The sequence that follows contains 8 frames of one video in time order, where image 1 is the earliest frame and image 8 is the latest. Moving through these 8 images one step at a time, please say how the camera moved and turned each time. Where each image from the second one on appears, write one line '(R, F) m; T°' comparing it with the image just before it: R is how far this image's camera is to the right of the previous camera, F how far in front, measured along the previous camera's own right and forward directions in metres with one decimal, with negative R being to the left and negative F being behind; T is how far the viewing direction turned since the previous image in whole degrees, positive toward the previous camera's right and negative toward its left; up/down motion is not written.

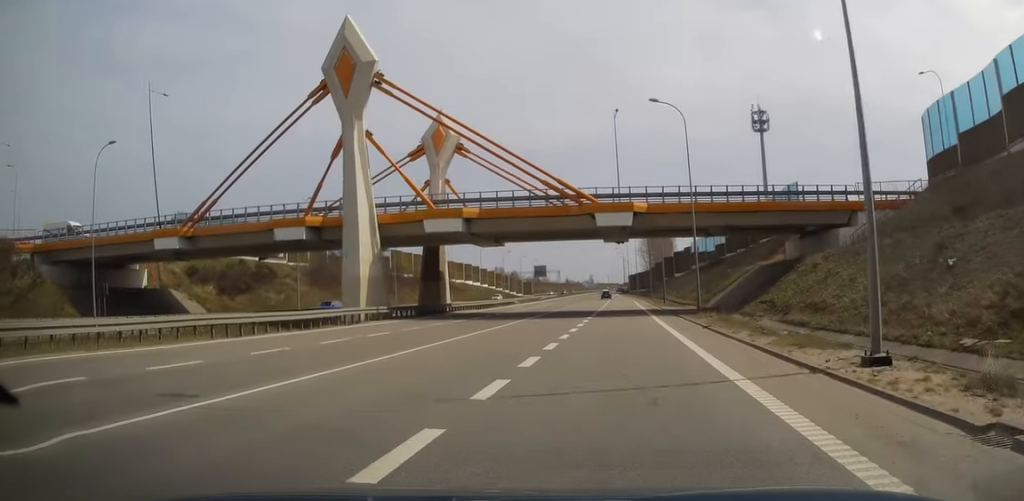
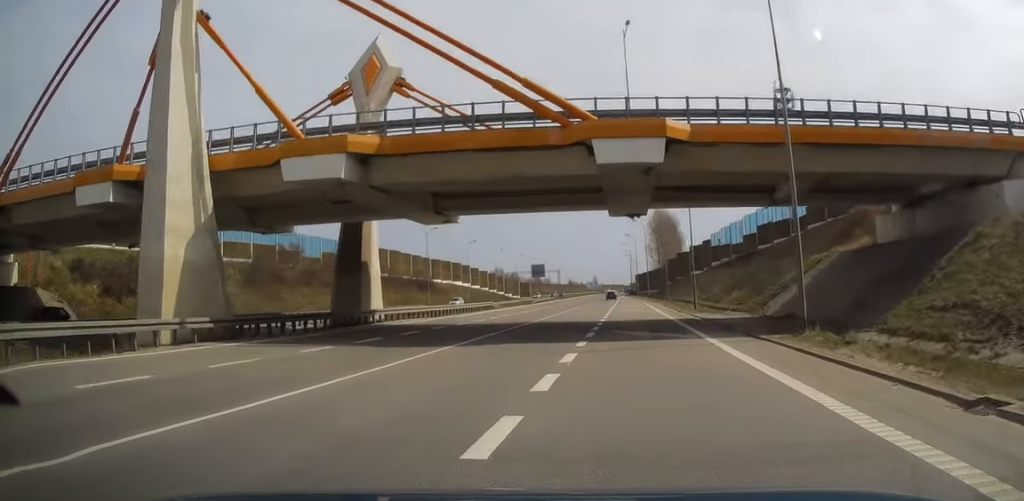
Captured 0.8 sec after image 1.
(-0.1, +18.9) m; 0°
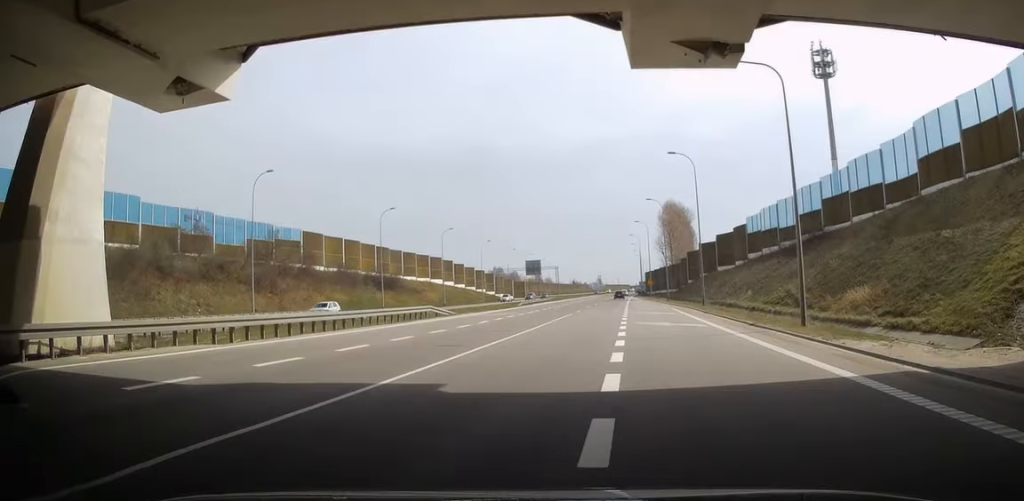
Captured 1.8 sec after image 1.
(-0.1, +24.4) m; 0°
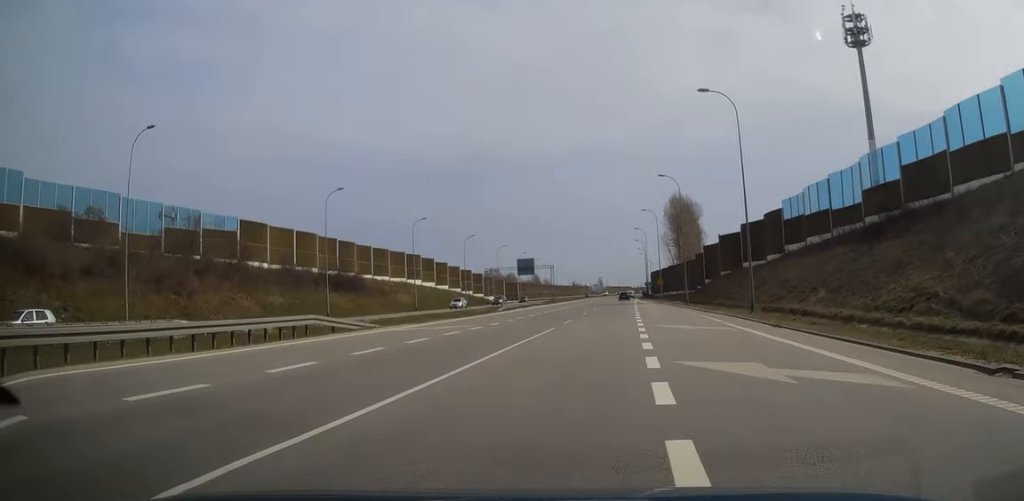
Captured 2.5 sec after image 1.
(0.0, +17.2) m; 0°
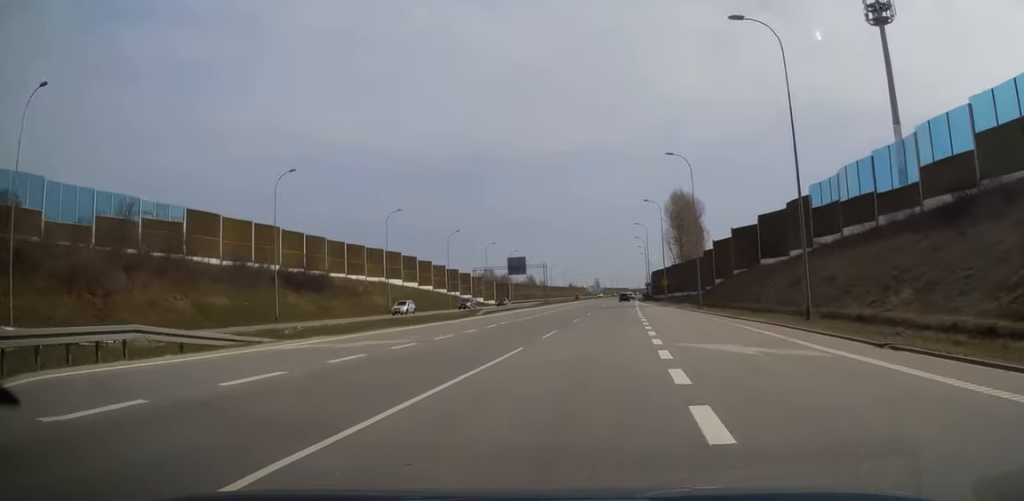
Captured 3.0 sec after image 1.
(-0.1, +10.3) m; 0°
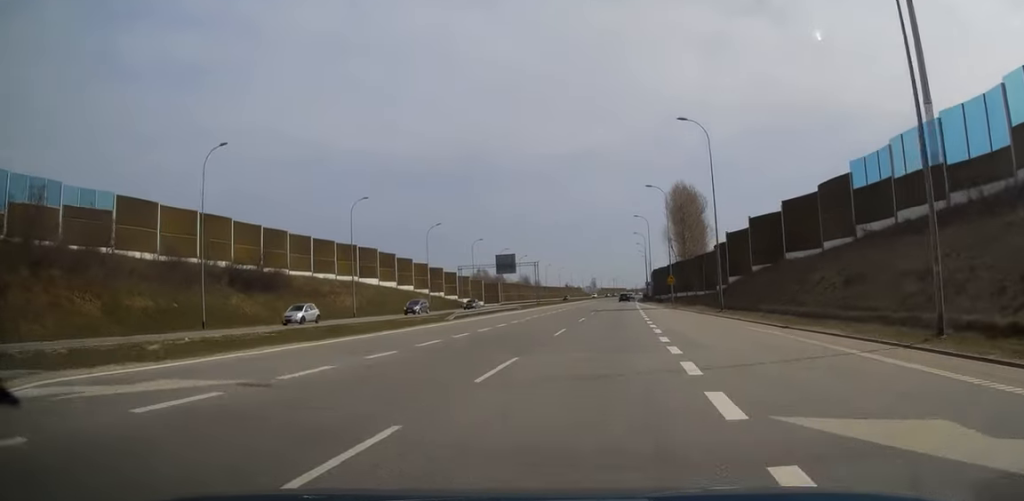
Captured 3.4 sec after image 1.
(+0.2, +10.8) m; 0°
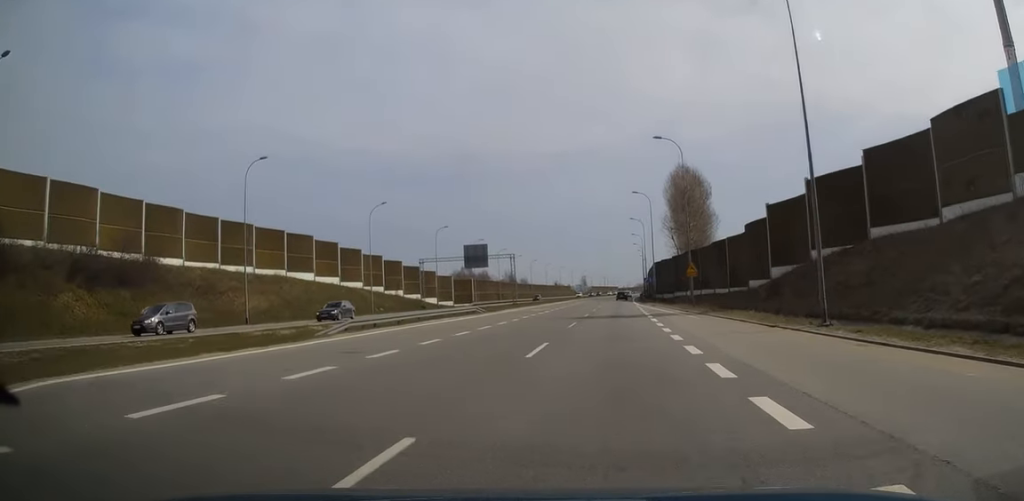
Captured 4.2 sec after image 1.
(+0.2, +20.9) m; +1°
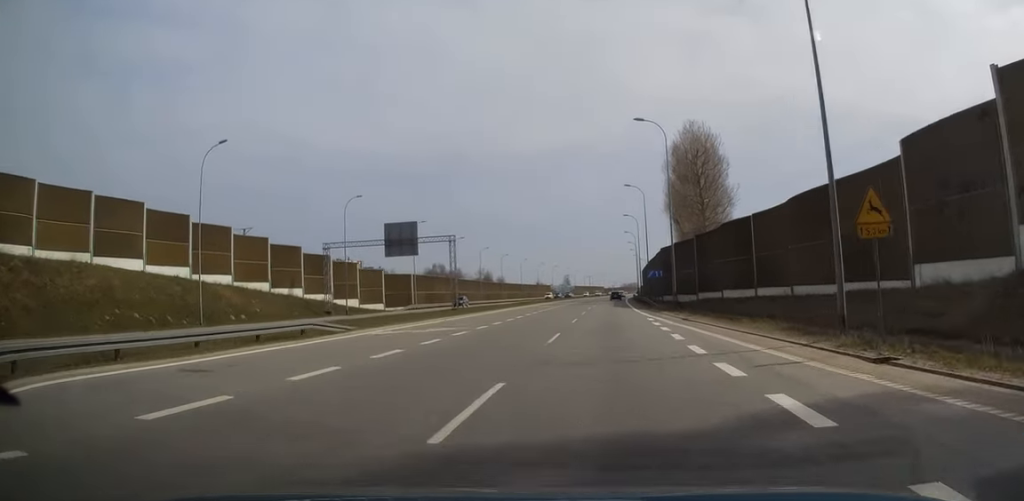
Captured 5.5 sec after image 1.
(0.0, +31.9) m; +1°
